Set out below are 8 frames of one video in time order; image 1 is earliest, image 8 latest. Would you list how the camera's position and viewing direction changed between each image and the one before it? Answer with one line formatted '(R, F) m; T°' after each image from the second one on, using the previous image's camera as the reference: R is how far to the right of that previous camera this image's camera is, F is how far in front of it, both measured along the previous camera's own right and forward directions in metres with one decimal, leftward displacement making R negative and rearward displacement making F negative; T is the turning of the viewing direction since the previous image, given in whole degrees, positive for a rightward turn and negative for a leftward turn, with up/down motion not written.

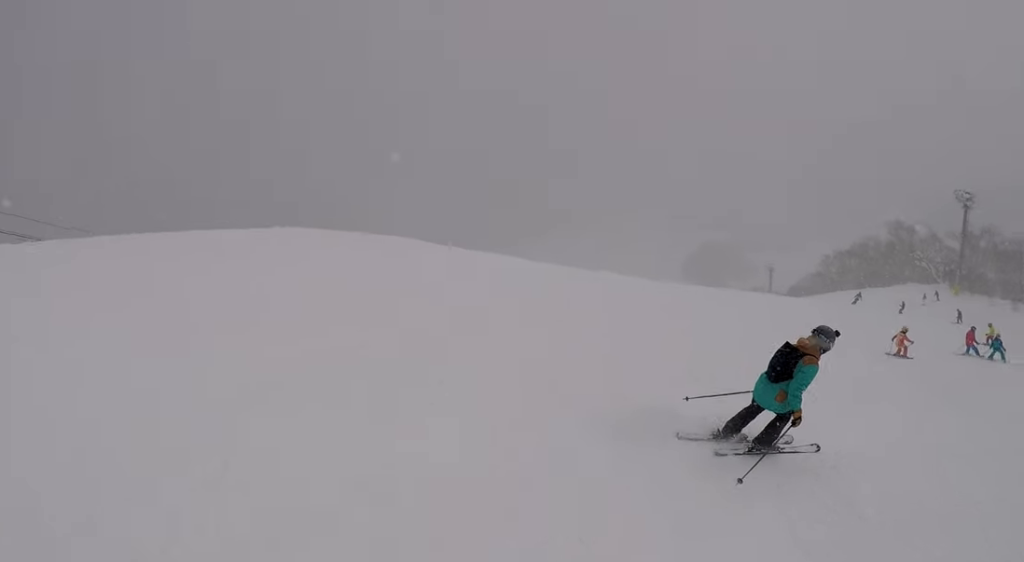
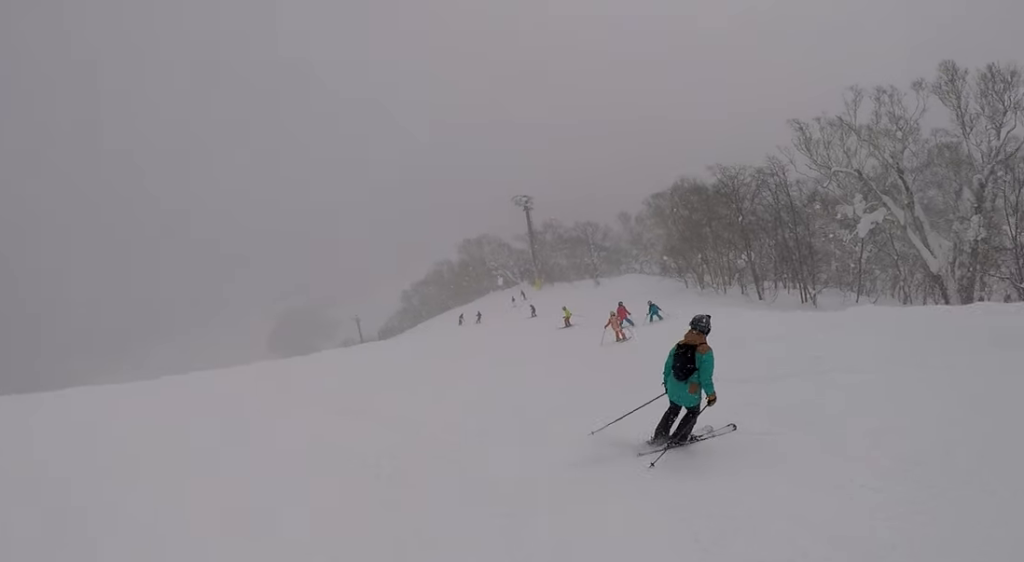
(-0.4, +3.2) m; +21°
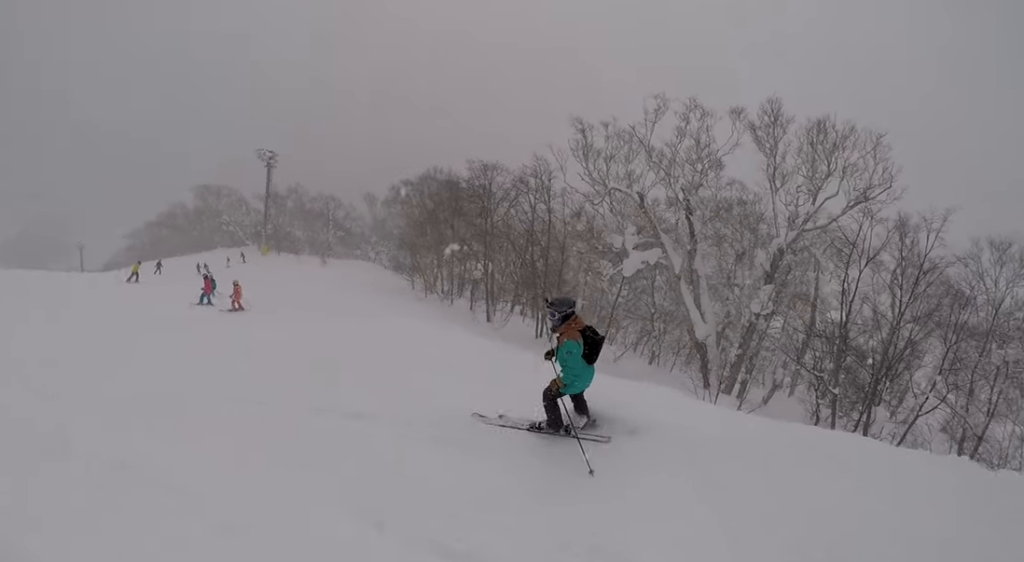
(+7.2, +7.0) m; +54°
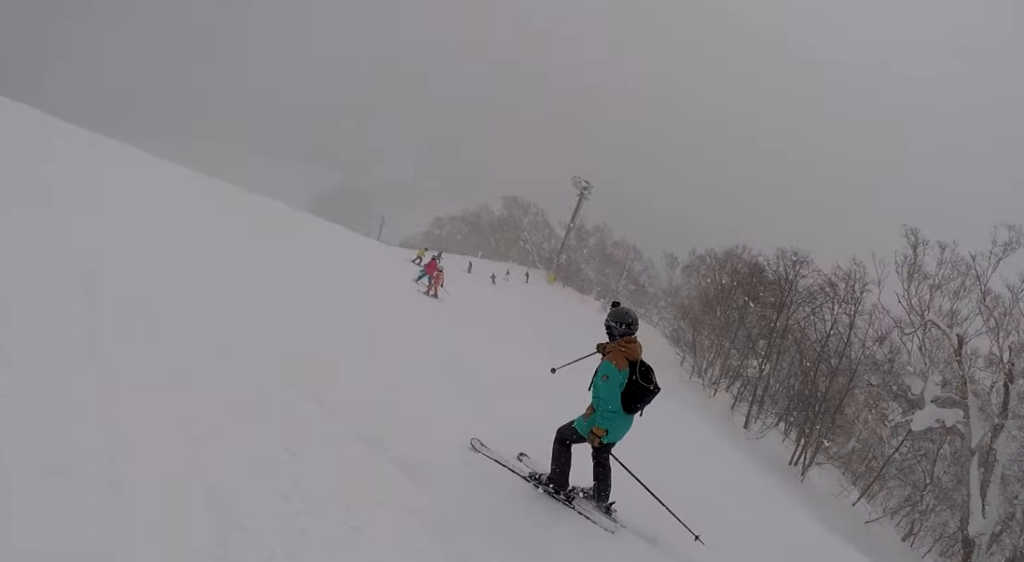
(+0.2, +3.0) m; -17°
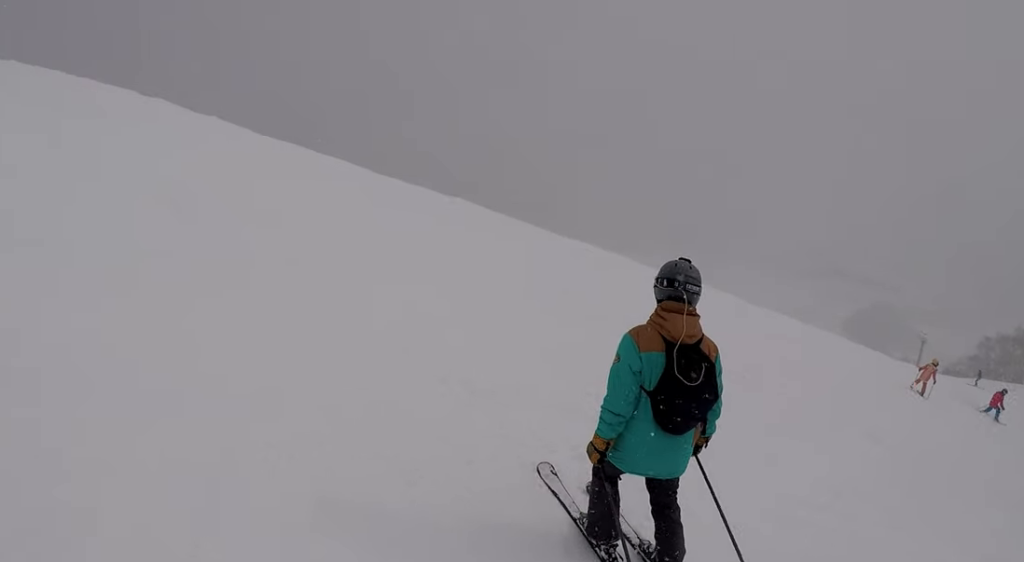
(-3.4, +4.1) m; -61°
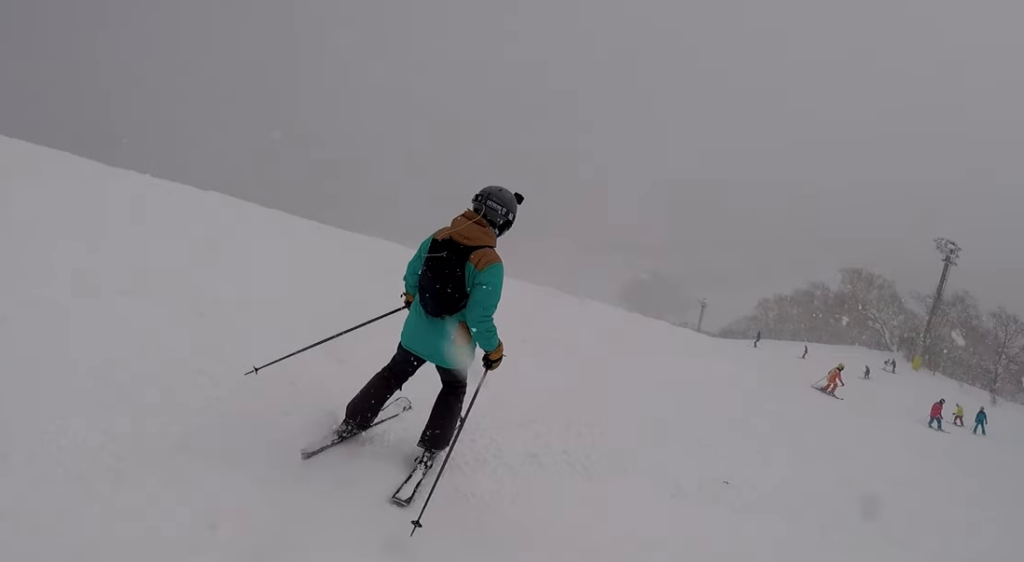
(-0.4, +5.4) m; +6°
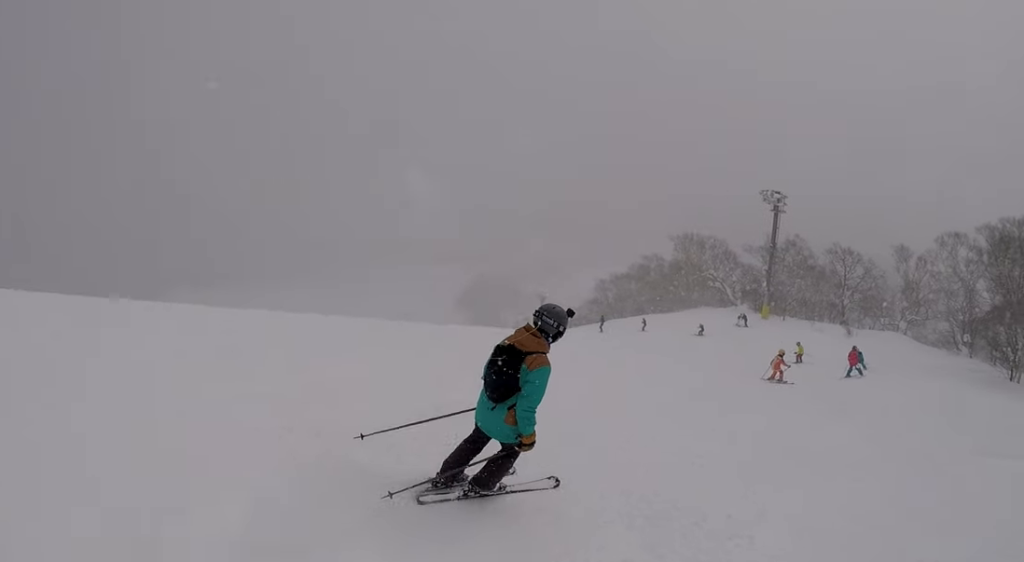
(+0.1, +2.7) m; +16°
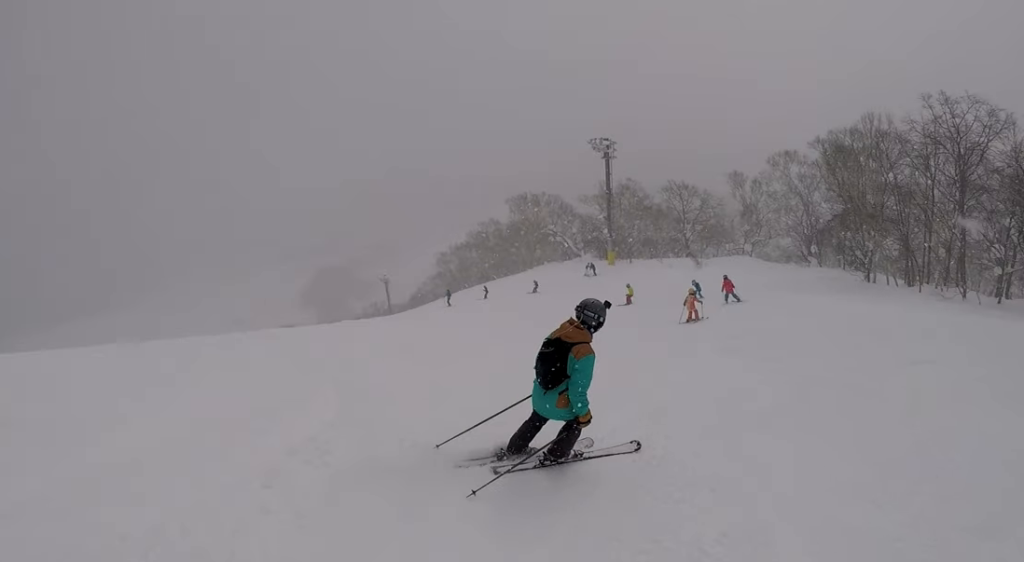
(+0.3, +2.0) m; +19°
